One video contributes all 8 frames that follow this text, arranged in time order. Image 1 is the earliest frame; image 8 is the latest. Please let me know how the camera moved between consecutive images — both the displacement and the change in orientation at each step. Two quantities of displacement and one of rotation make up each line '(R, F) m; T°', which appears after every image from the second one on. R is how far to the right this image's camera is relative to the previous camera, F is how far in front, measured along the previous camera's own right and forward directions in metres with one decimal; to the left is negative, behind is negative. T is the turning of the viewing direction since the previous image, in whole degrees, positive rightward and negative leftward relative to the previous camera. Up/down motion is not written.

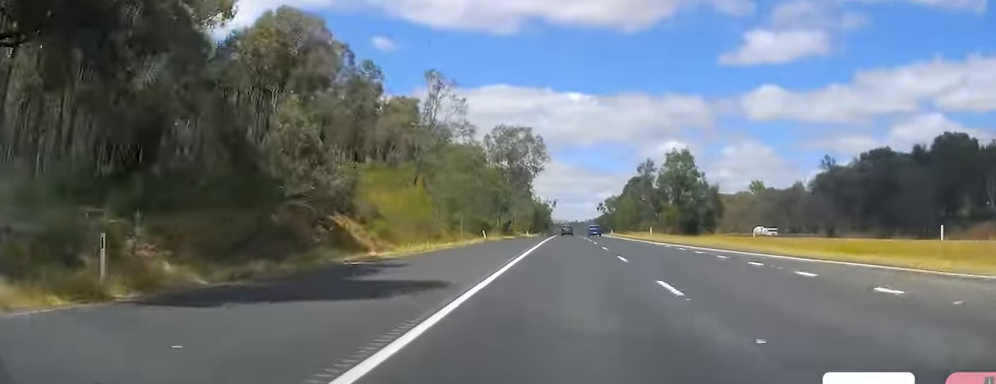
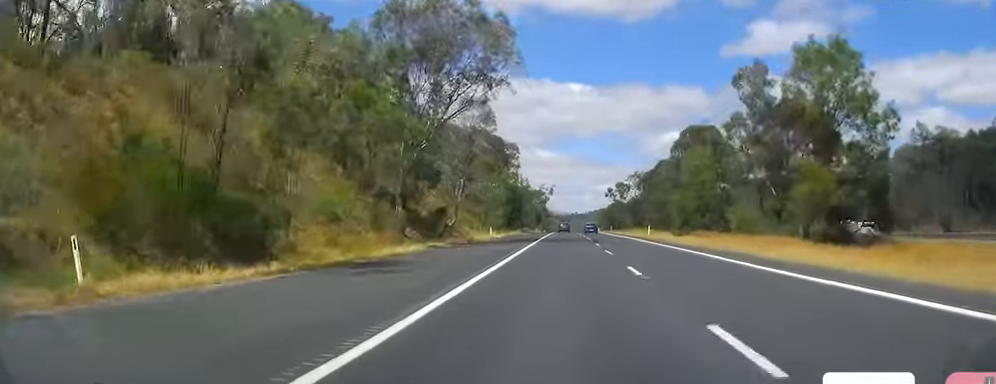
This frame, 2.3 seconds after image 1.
(-0.8, +65.8) m; -1°
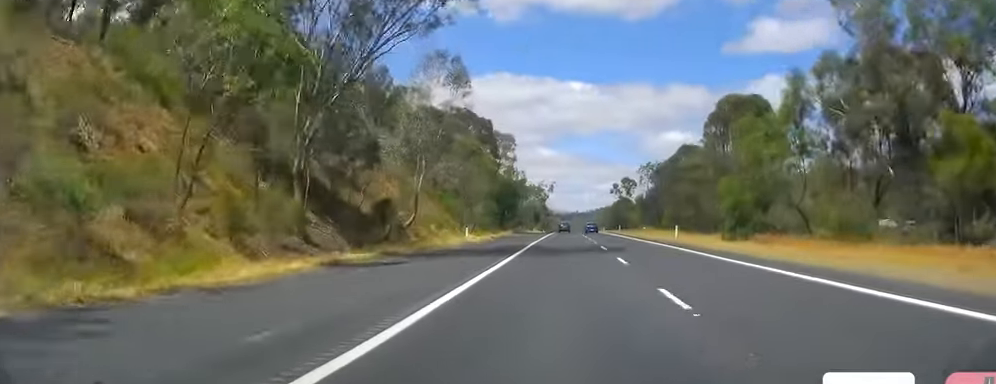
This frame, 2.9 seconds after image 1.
(-0.3, +18.4) m; 0°
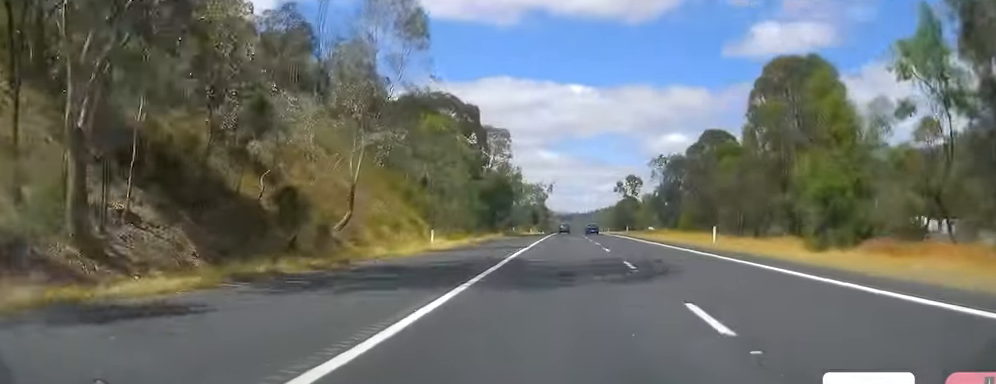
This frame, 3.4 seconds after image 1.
(+0.2, +14.6) m; 0°
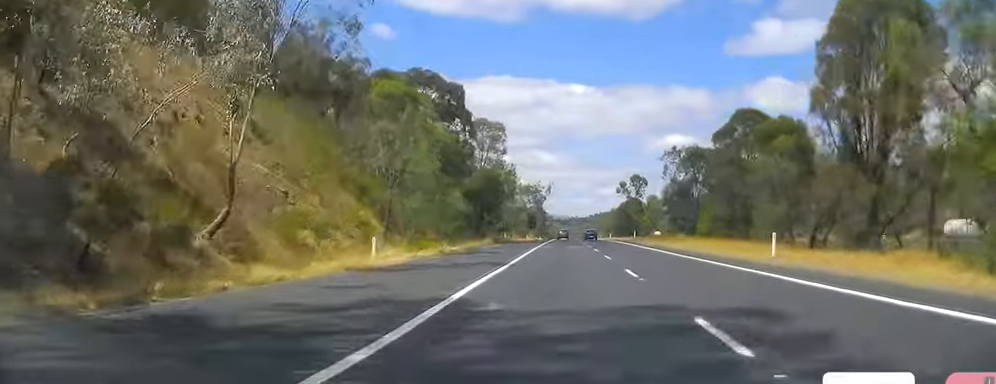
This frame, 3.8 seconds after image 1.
(+0.3, +12.7) m; 0°
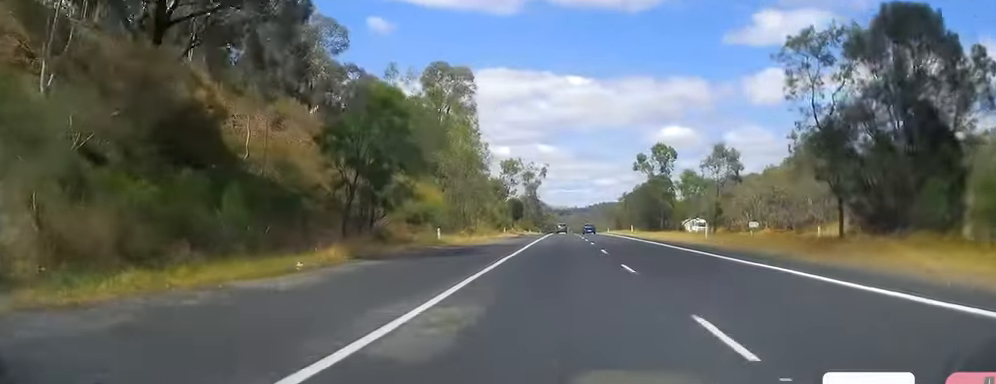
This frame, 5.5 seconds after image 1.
(-0.3, +47.5) m; 0°
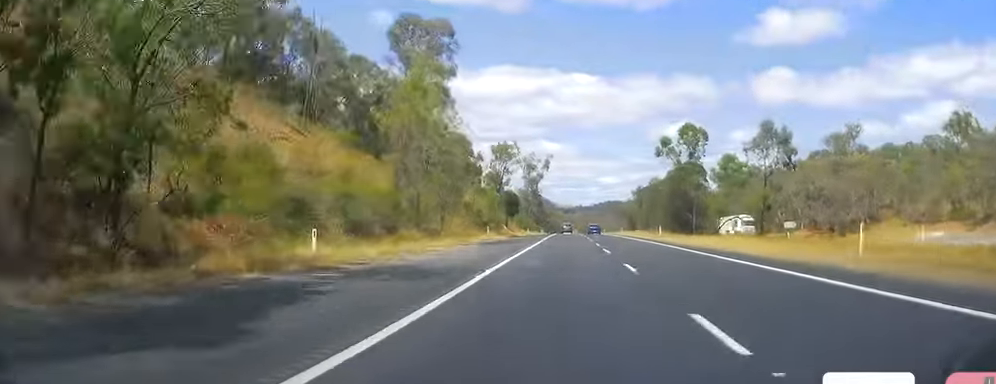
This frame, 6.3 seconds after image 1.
(+0.2, +23.3) m; 0°
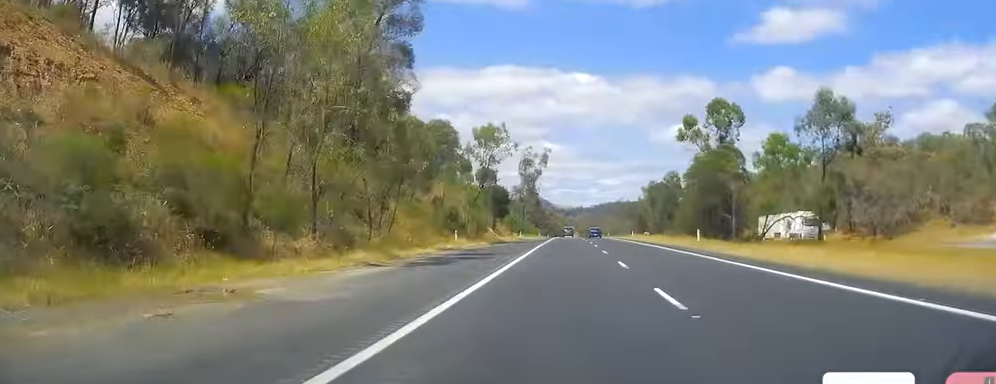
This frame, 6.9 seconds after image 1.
(-0.7, +19.5) m; 0°
